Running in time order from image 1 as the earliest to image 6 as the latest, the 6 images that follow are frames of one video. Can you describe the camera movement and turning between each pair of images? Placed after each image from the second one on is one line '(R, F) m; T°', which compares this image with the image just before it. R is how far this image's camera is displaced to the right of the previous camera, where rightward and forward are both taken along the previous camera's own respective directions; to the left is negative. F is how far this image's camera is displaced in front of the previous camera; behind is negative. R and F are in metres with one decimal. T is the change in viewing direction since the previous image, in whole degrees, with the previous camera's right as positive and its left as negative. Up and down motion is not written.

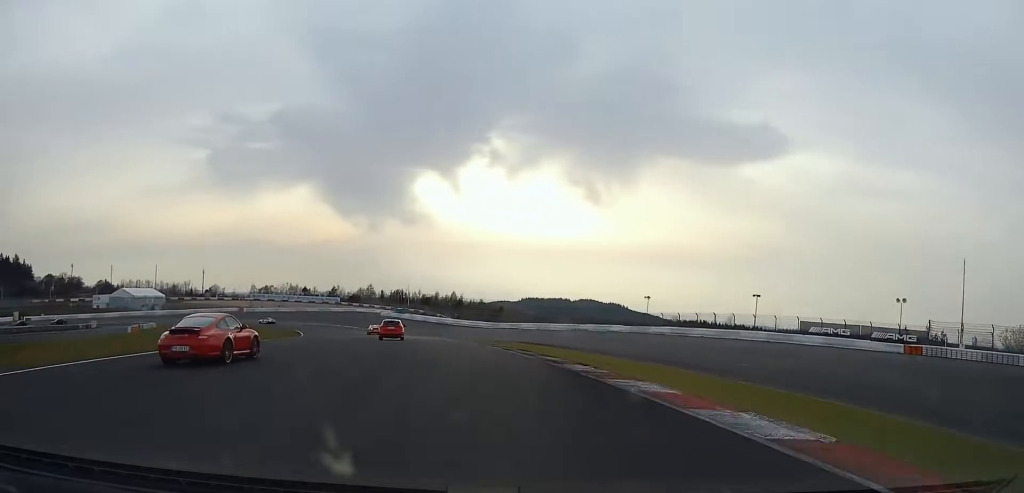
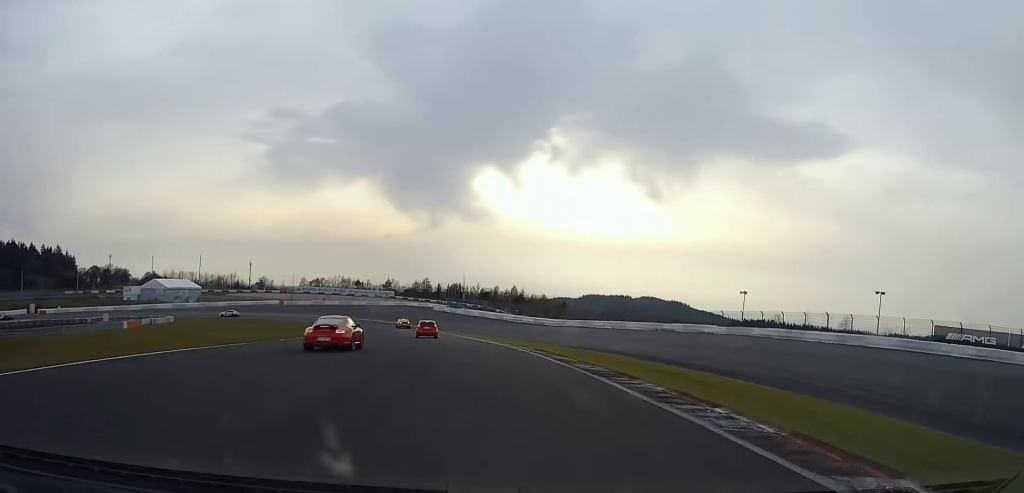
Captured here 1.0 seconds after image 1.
(-0.9, +19.4) m; -8°
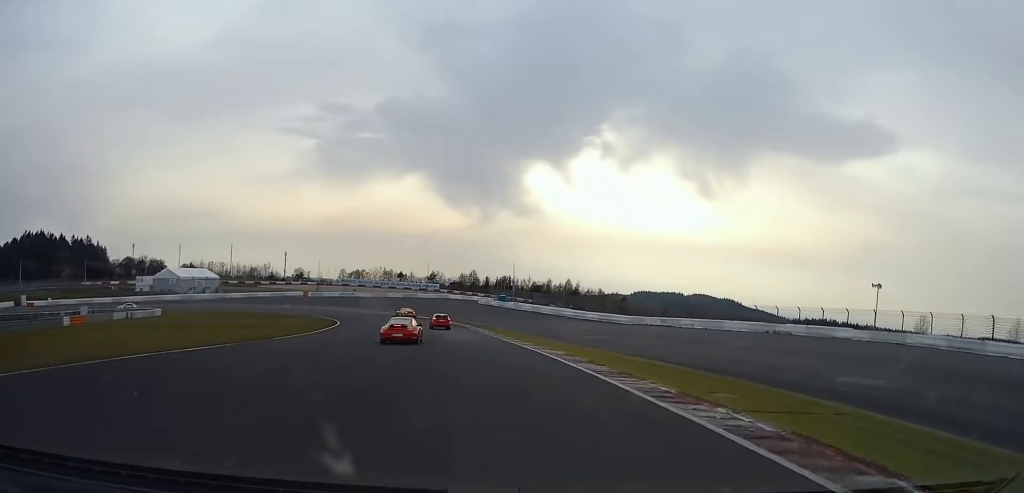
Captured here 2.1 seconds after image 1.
(-2.3, +24.6) m; -7°
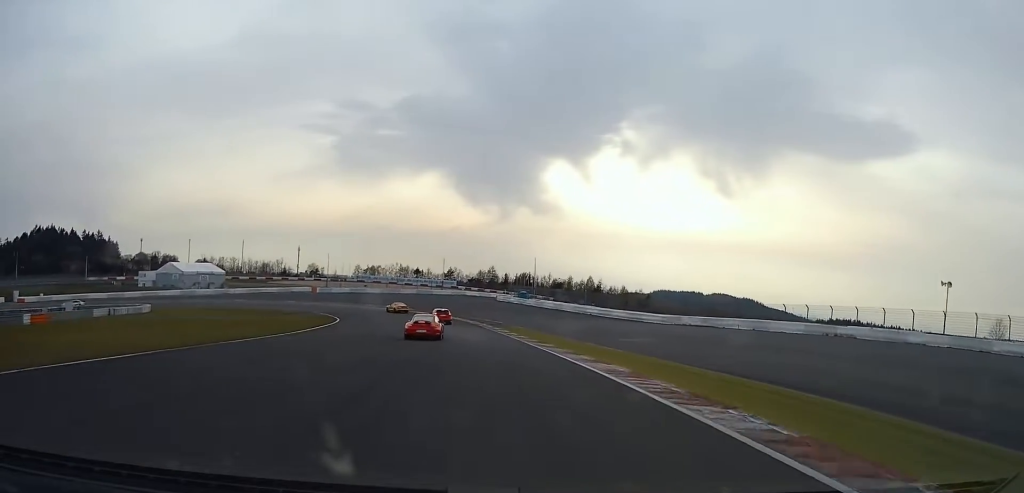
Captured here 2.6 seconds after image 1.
(-0.3, +9.9) m; -1°
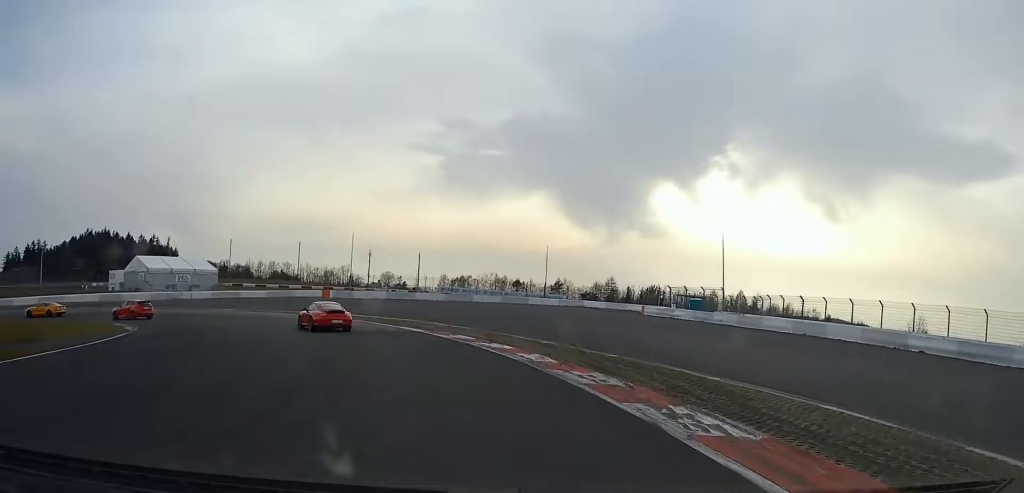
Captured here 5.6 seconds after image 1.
(-4.7, +69.3) m; -13°
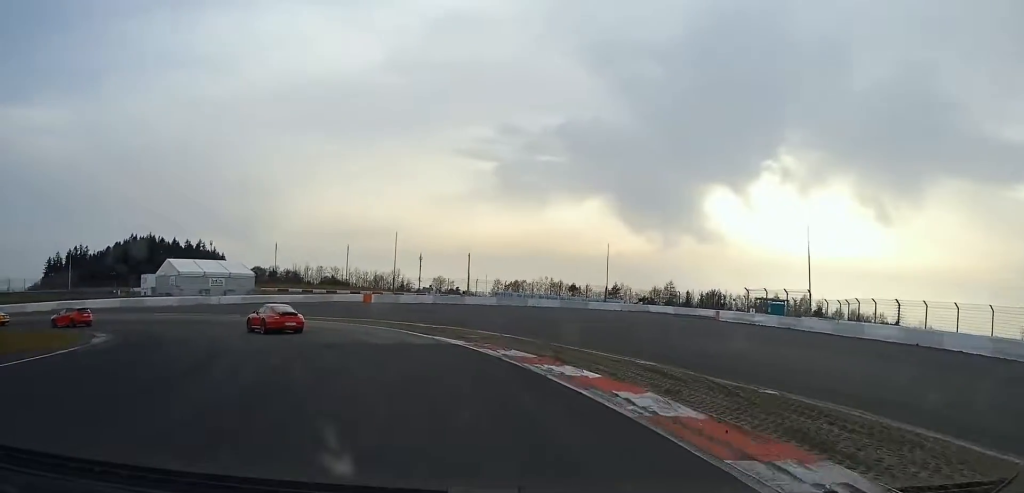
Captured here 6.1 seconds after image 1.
(-0.2, +8.9) m; -6°
